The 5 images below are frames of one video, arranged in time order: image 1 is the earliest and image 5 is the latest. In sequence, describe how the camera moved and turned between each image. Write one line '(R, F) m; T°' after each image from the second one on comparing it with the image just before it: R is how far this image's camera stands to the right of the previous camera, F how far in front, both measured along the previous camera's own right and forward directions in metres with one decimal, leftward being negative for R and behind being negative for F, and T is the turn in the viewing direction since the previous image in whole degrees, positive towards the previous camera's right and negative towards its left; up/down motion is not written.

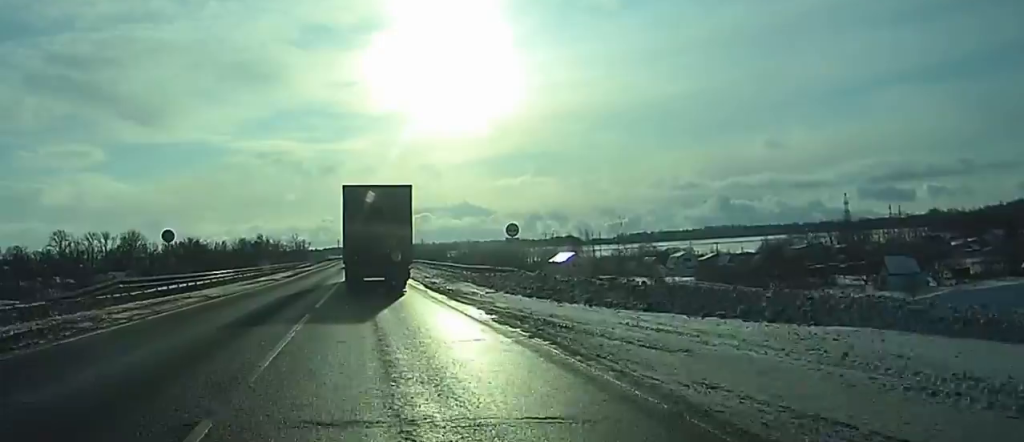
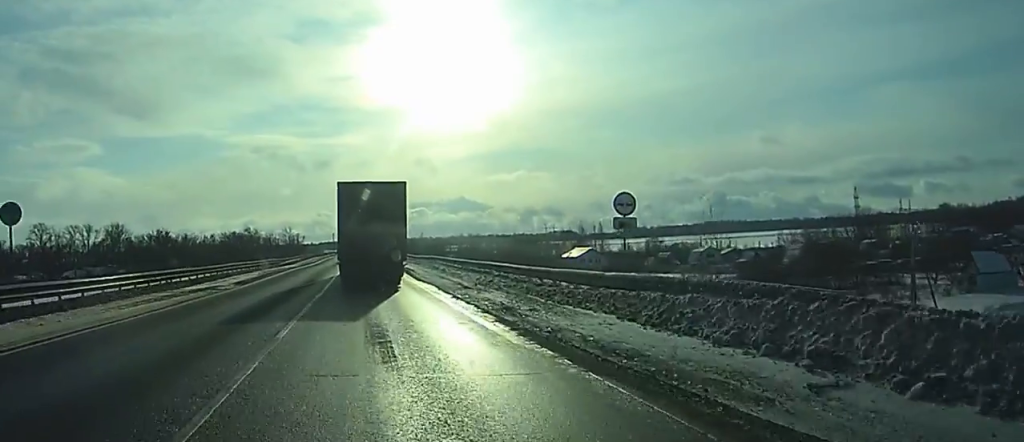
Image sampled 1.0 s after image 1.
(-1.3, +20.0) m; +2°
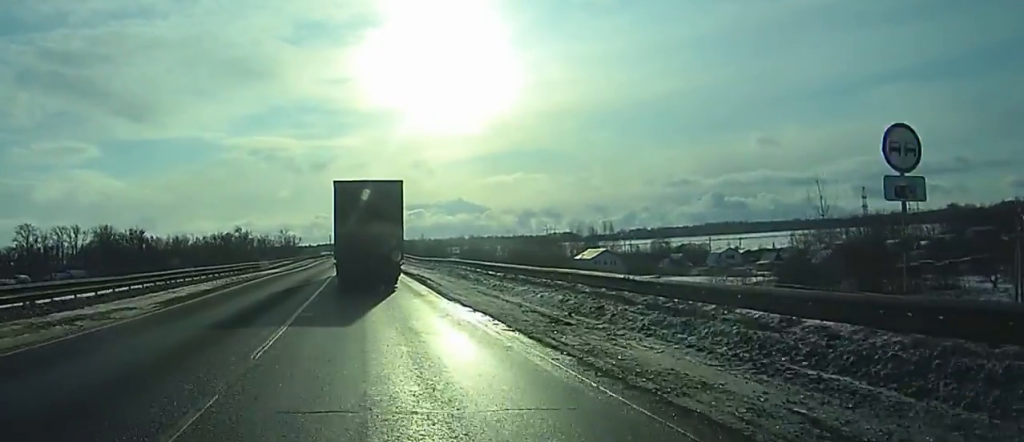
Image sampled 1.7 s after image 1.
(+0.9, +13.9) m; +3°
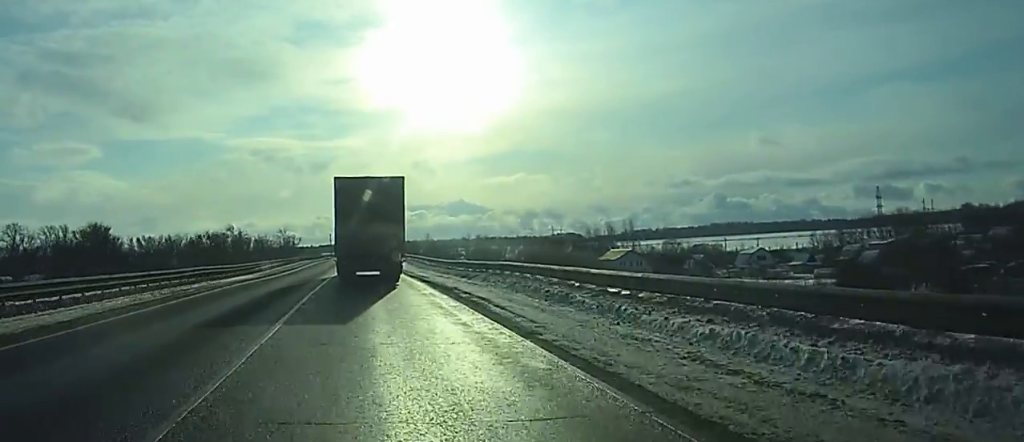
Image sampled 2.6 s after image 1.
(+1.2, +17.0) m; +1°
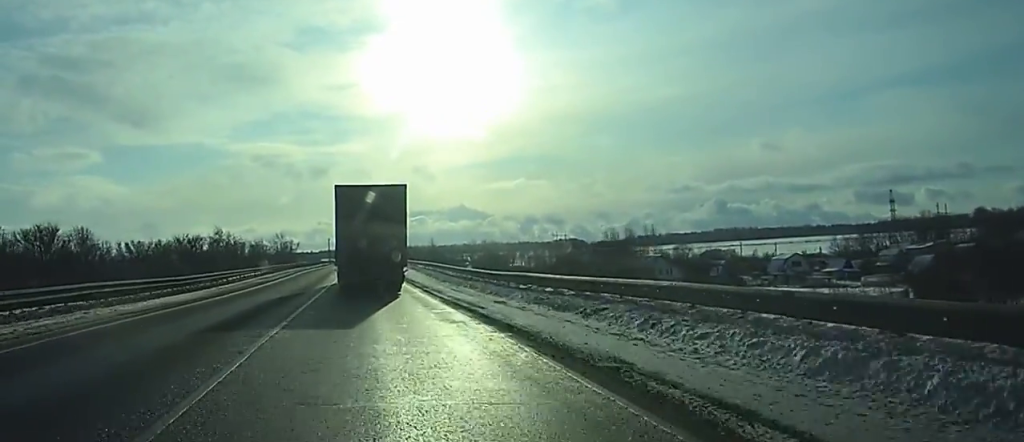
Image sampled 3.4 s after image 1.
(-1.0, +17.3) m; -3°
